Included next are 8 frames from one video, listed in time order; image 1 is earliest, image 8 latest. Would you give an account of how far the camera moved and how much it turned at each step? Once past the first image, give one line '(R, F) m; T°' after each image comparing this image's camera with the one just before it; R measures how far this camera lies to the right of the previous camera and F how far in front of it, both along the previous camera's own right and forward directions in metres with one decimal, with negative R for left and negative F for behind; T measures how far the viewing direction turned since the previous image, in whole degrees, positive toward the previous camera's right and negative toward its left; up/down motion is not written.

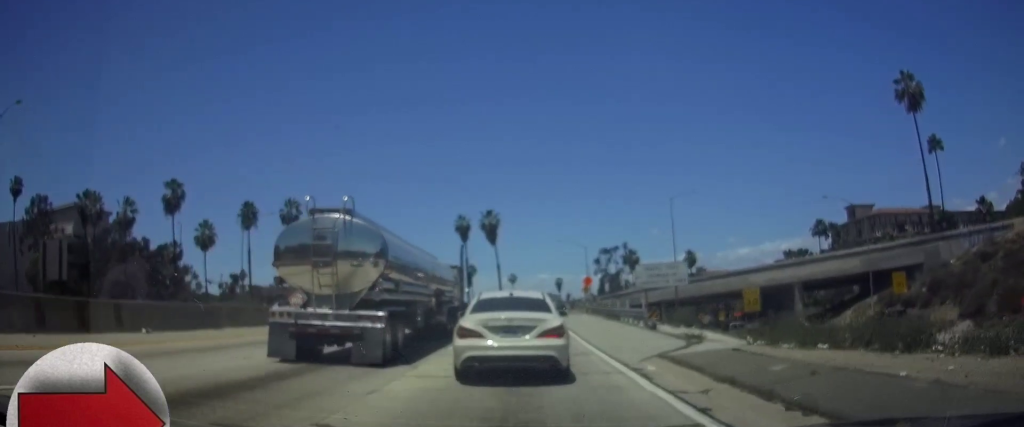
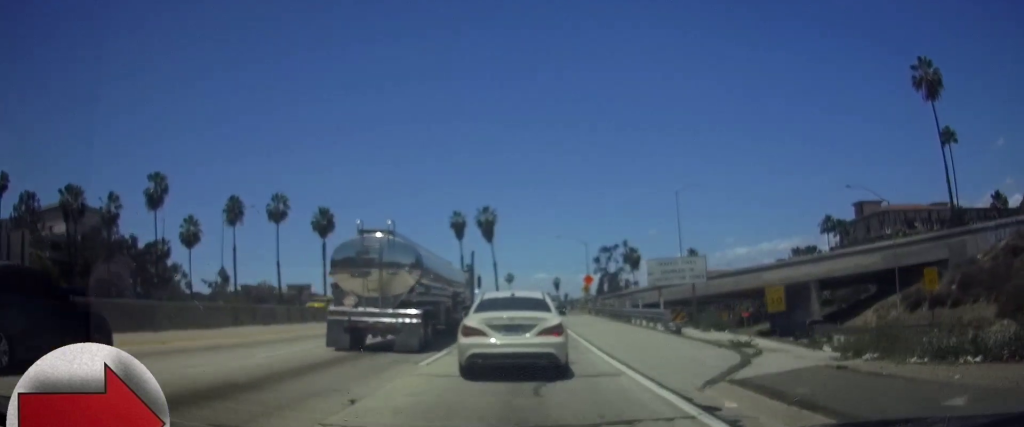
(0.0, +4.0) m; 0°
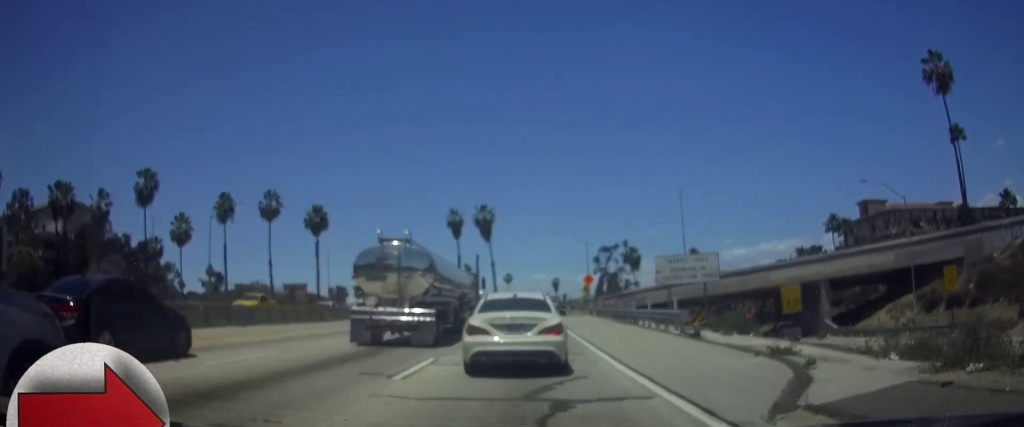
(0.0, +2.3) m; 0°
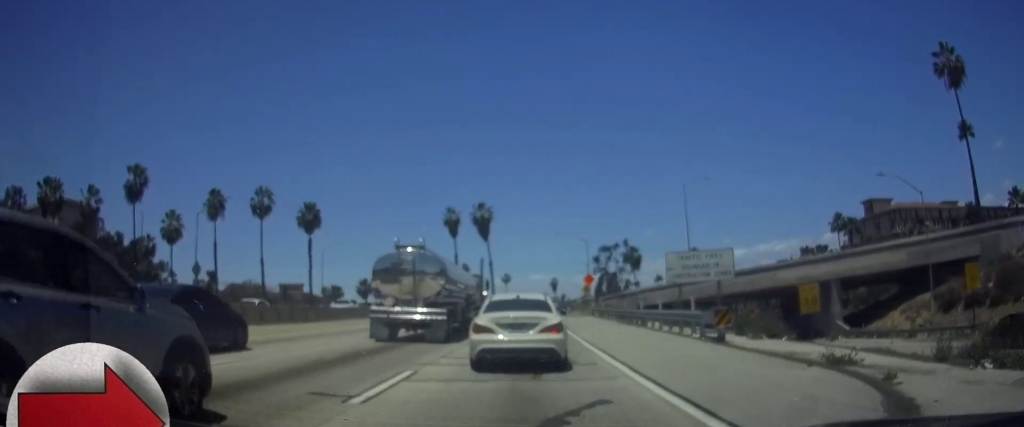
(0.0, +2.5) m; +1°
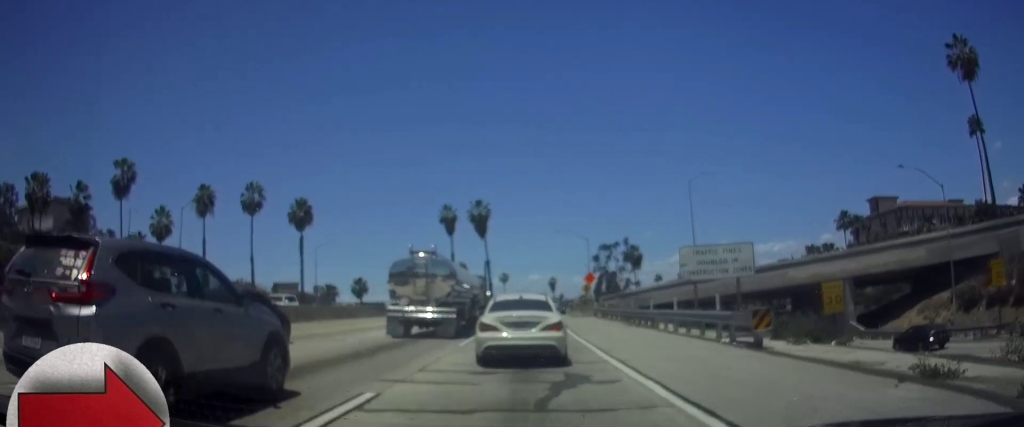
(0.0, +2.8) m; +2°
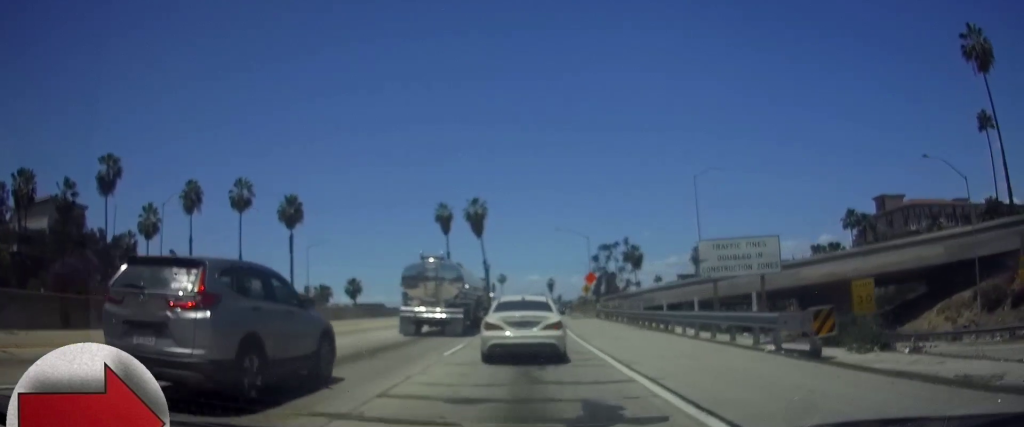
(+0.1, +3.2) m; +2°
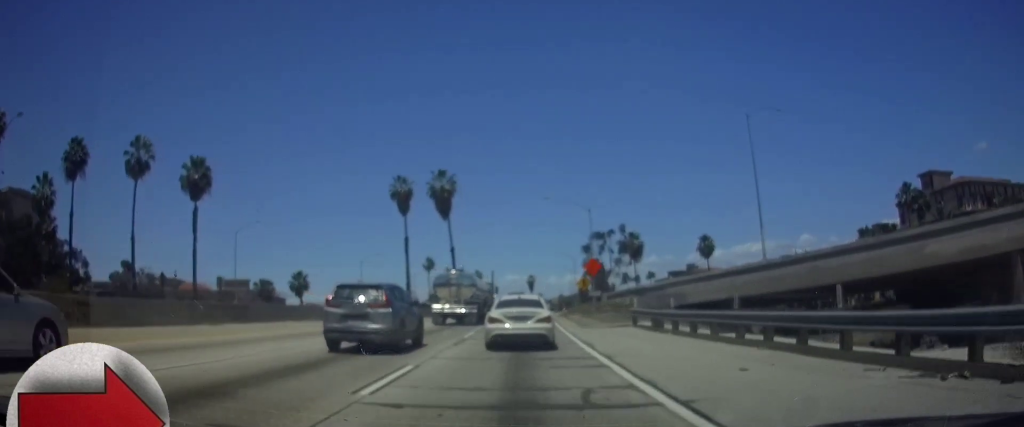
(+0.6, +23.2) m; +2°
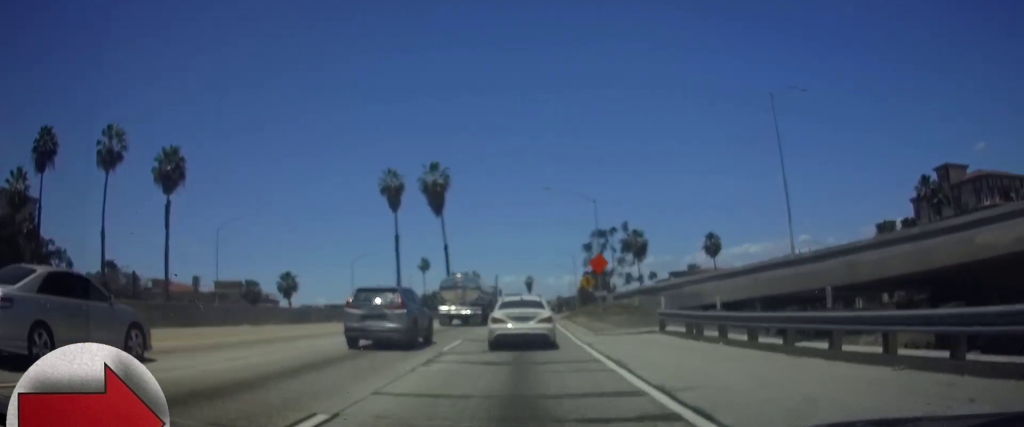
(+0.1, +5.9) m; +1°
